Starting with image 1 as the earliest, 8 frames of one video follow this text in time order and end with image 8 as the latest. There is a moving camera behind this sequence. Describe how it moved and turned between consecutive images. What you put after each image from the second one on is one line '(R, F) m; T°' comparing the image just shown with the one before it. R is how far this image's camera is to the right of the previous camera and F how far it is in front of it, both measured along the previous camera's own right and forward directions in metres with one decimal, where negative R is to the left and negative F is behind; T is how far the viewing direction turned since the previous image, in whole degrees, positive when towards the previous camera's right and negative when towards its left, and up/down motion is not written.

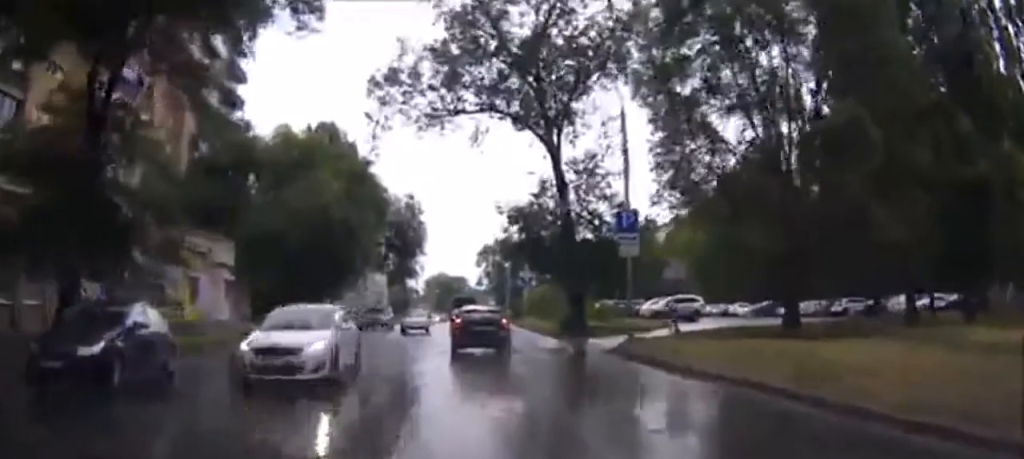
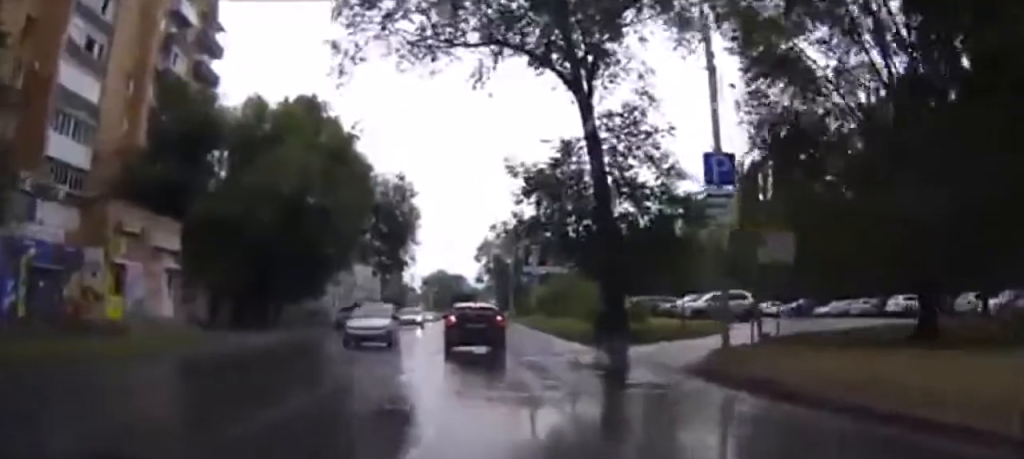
(0.0, +7.8) m; 0°
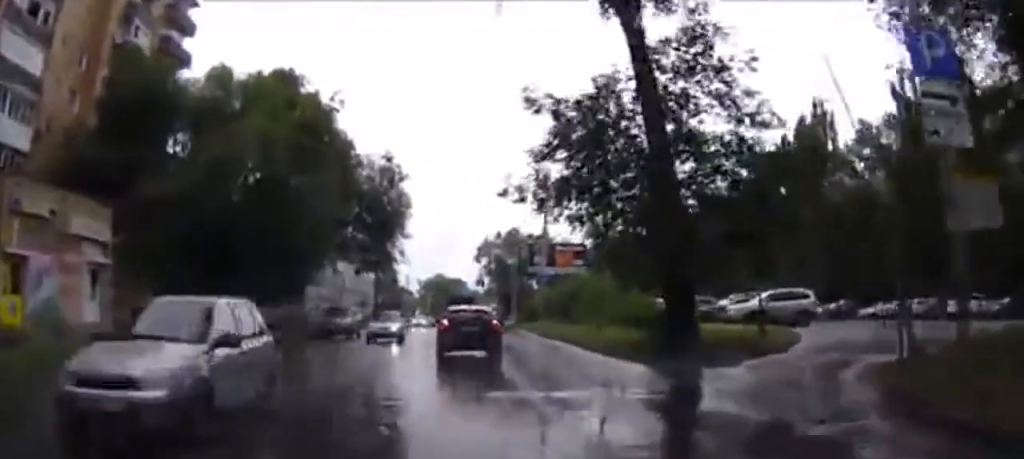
(0.0, +6.9) m; 0°
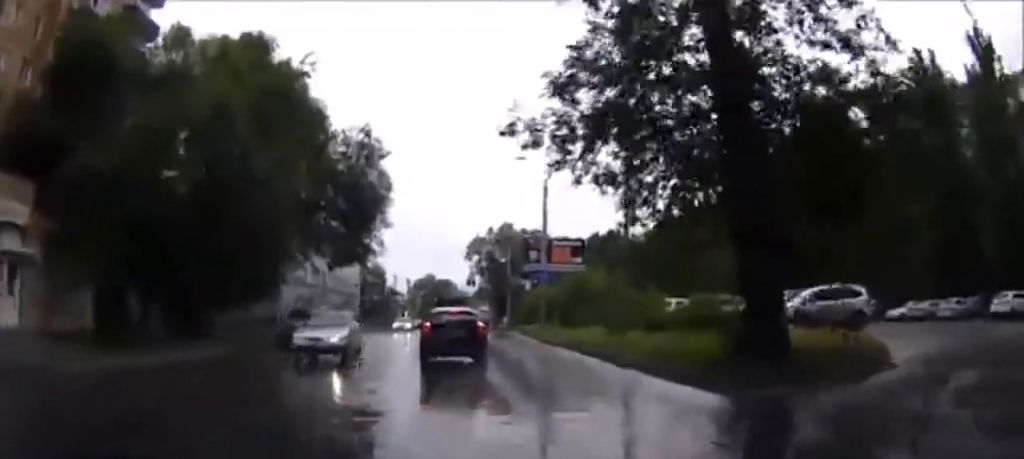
(0.0, +5.2) m; 0°
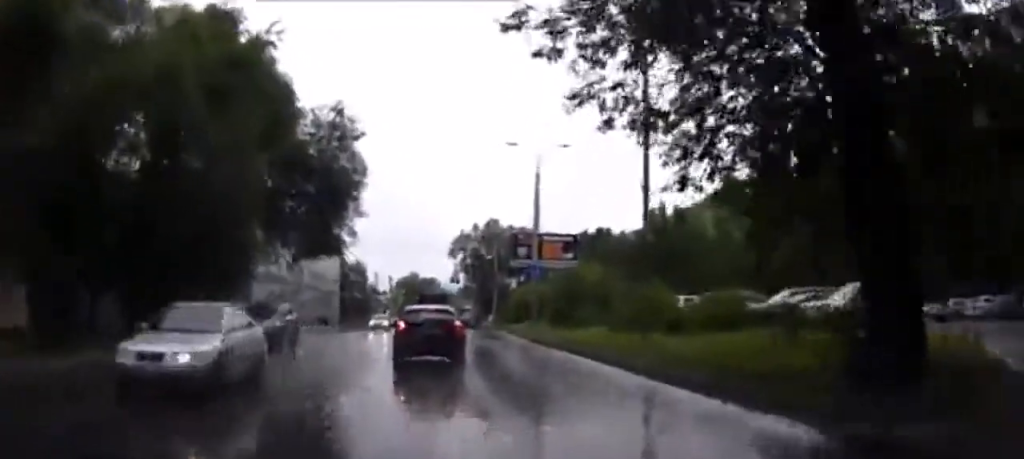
(0.0, +4.2) m; +1°
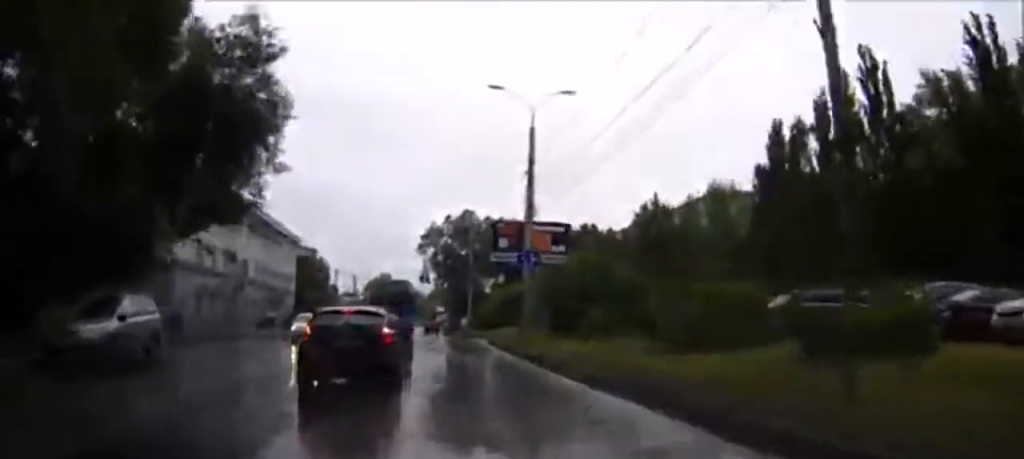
(+0.2, +10.4) m; +4°
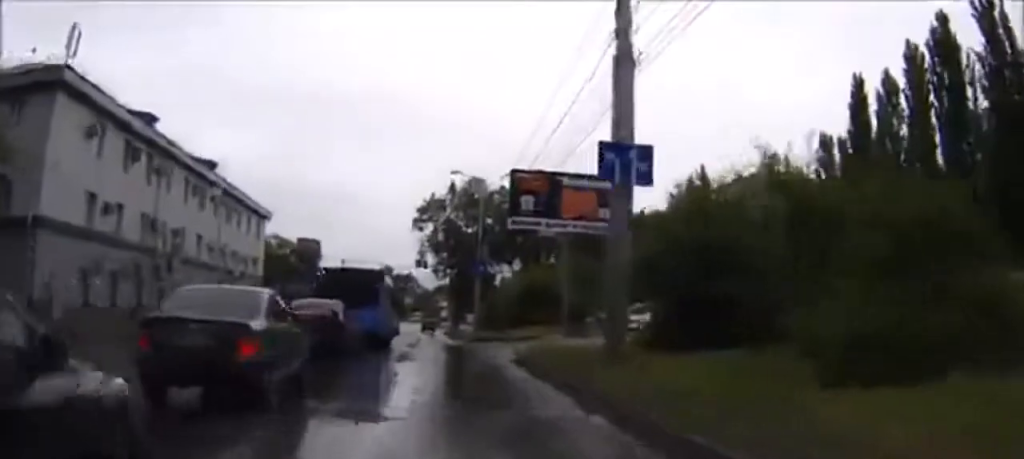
(+1.0, +15.0) m; +6°
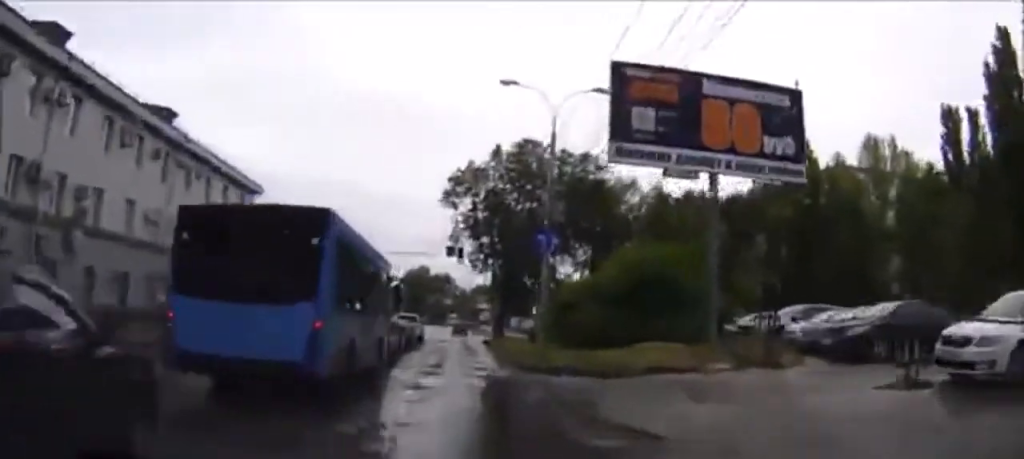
(+0.1, +16.1) m; -1°
